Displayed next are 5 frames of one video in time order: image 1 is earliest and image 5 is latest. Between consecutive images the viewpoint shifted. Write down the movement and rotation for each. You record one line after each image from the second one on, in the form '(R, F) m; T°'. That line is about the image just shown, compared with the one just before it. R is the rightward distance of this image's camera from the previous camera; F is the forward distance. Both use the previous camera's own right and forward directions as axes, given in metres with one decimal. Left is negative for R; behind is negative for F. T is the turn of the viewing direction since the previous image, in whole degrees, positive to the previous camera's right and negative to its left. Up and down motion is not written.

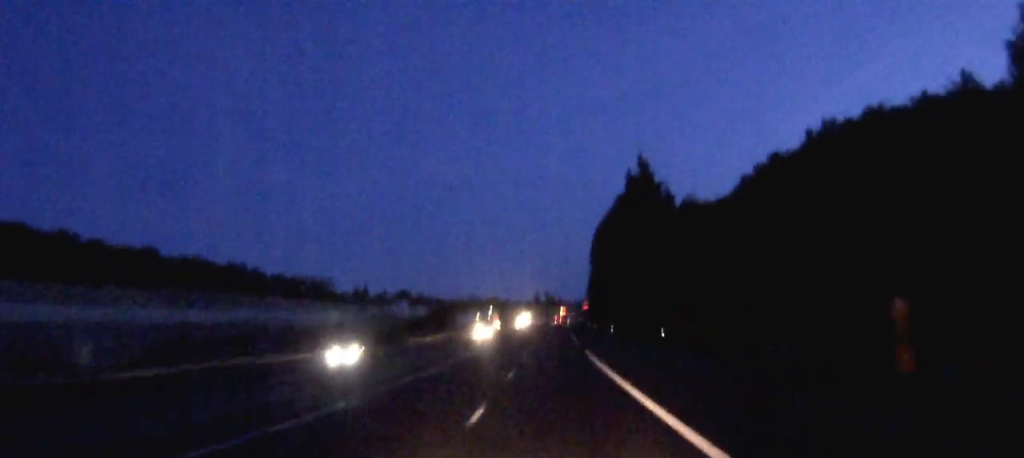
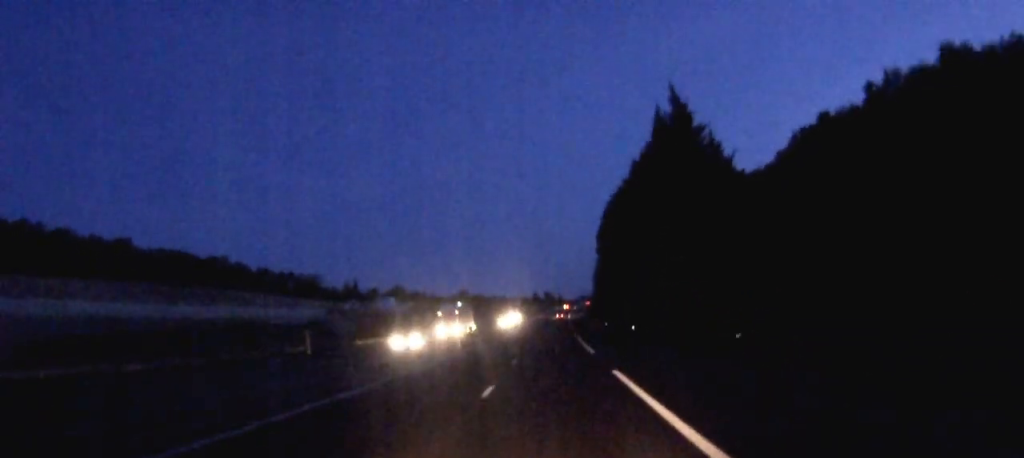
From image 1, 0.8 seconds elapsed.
(+0.1, +22.2) m; 0°
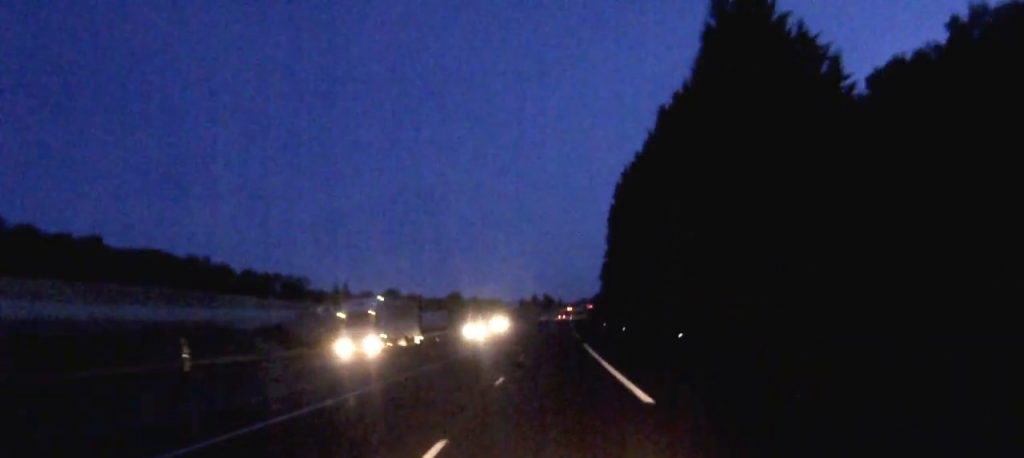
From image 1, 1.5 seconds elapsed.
(0.0, +22.2) m; 0°
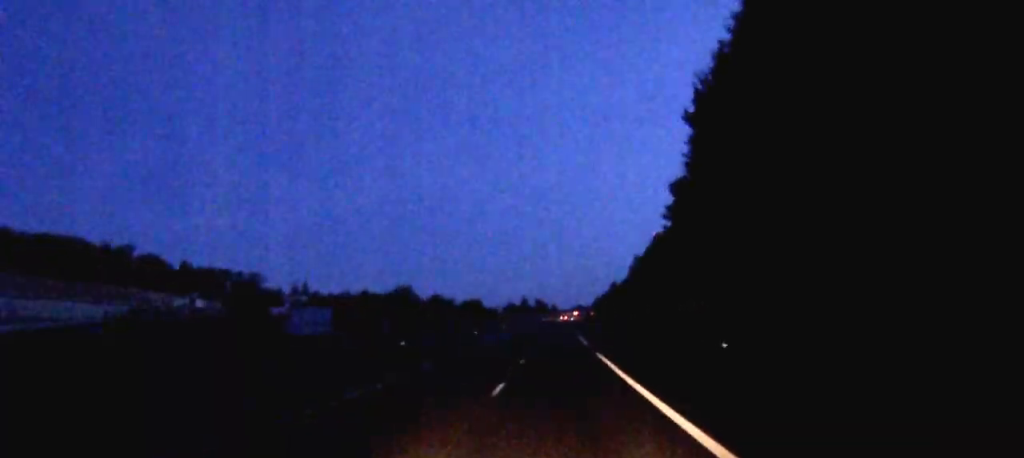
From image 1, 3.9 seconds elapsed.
(+0.3, +67.0) m; +1°
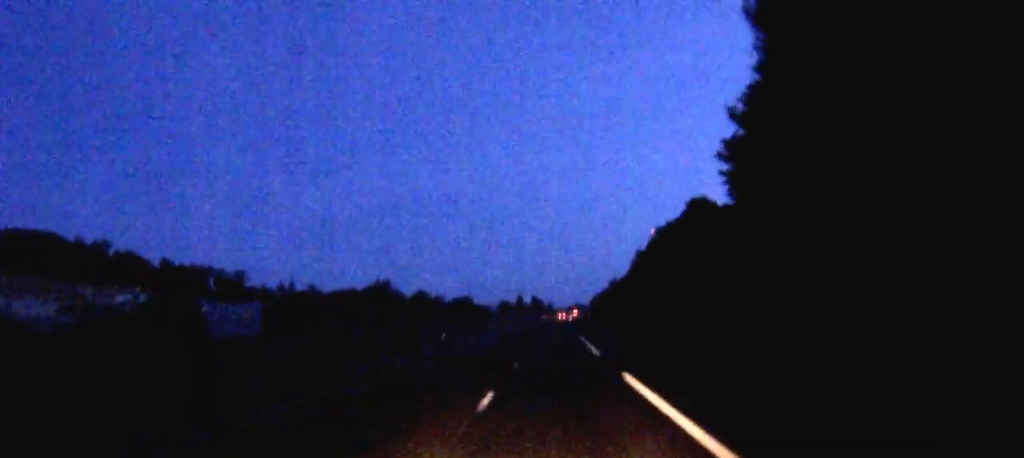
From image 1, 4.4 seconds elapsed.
(+0.1, +16.1) m; 0°
